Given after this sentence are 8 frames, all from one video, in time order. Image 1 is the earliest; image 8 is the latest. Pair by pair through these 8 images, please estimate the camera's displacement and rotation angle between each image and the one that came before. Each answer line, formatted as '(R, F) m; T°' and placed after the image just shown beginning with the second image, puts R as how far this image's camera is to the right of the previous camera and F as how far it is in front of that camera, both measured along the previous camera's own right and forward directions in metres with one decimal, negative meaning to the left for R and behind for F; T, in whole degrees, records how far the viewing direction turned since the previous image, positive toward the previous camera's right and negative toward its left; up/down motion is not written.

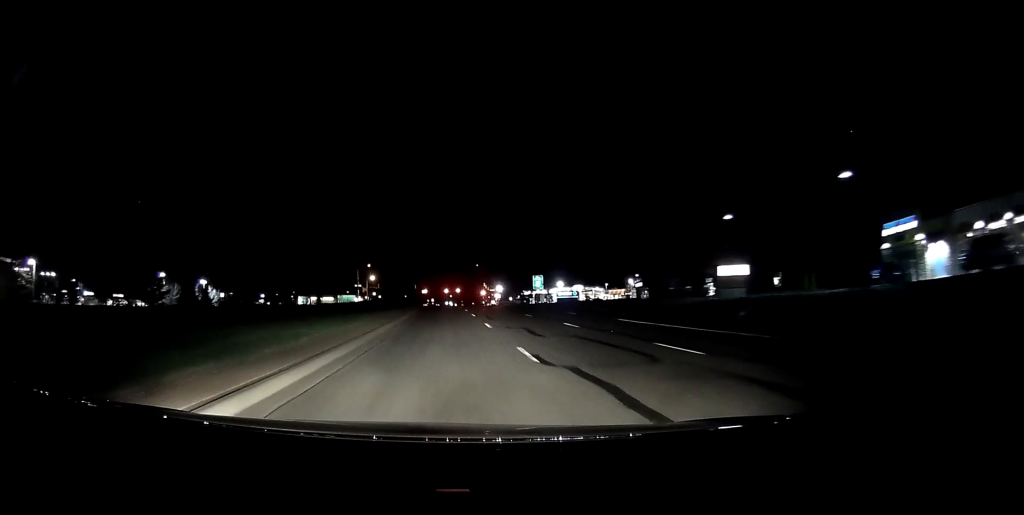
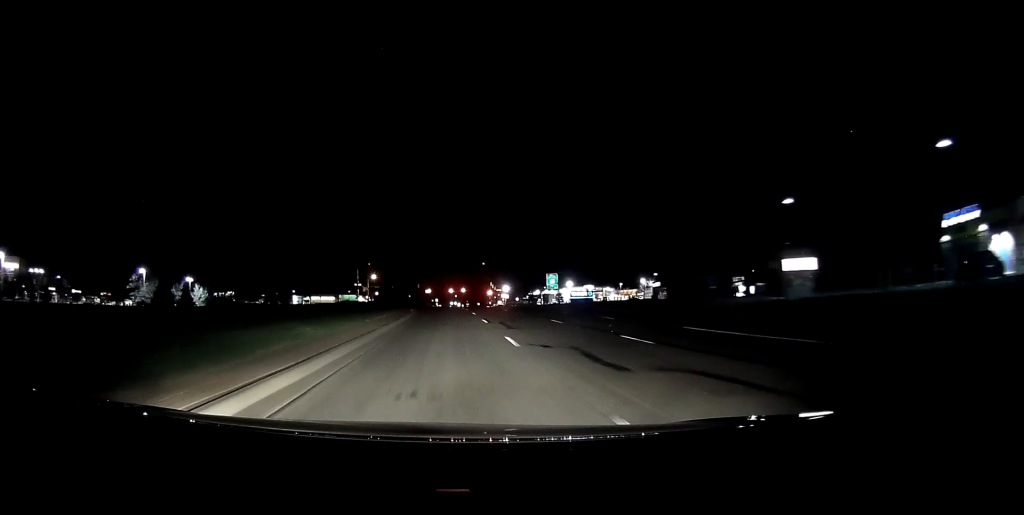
(-0.1, +8.5) m; 0°
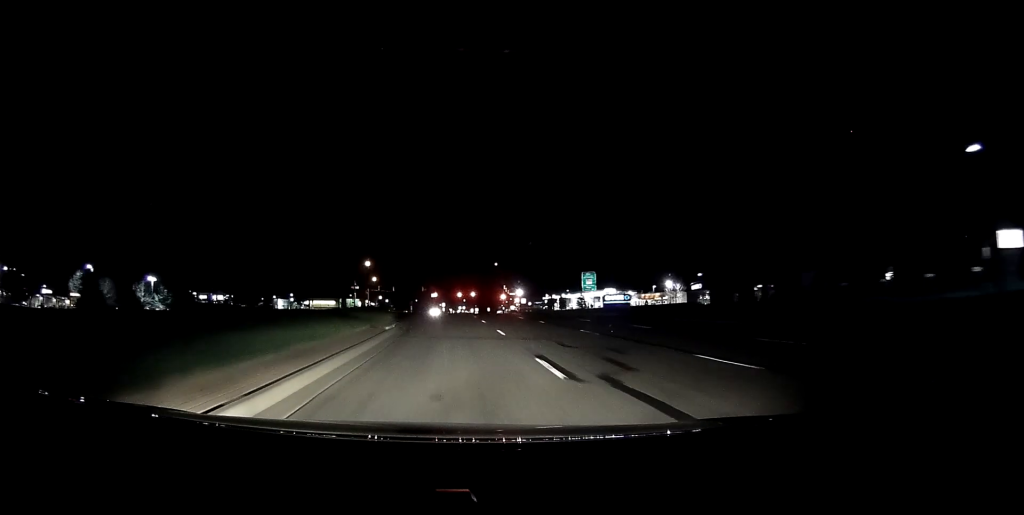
(-0.1, +17.2) m; 0°
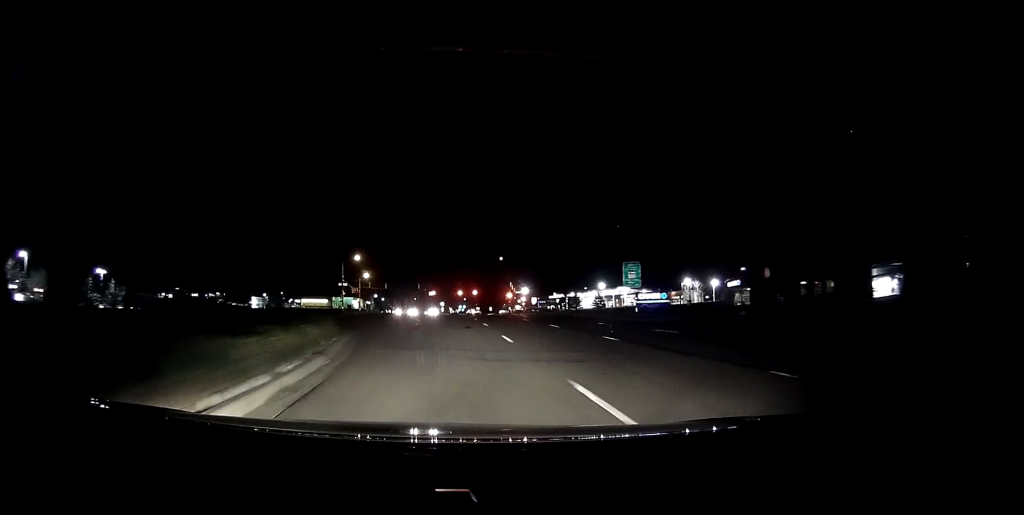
(0.0, +14.7) m; 0°
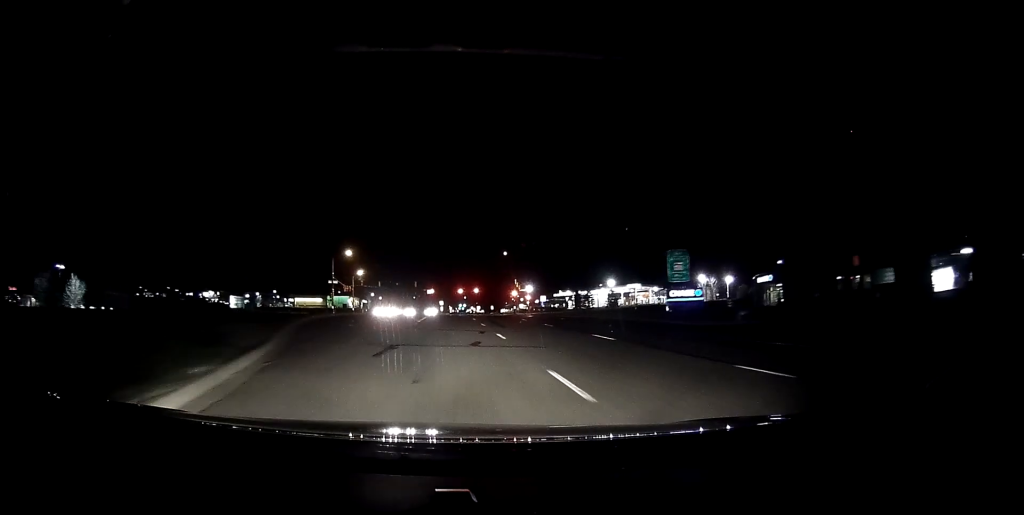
(0.0, +9.8) m; 0°
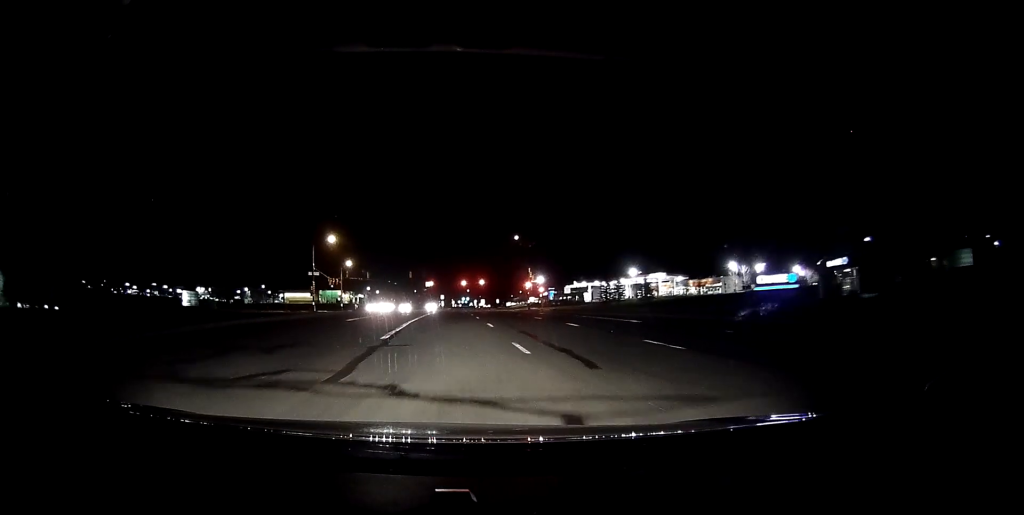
(-0.1, +16.7) m; -1°
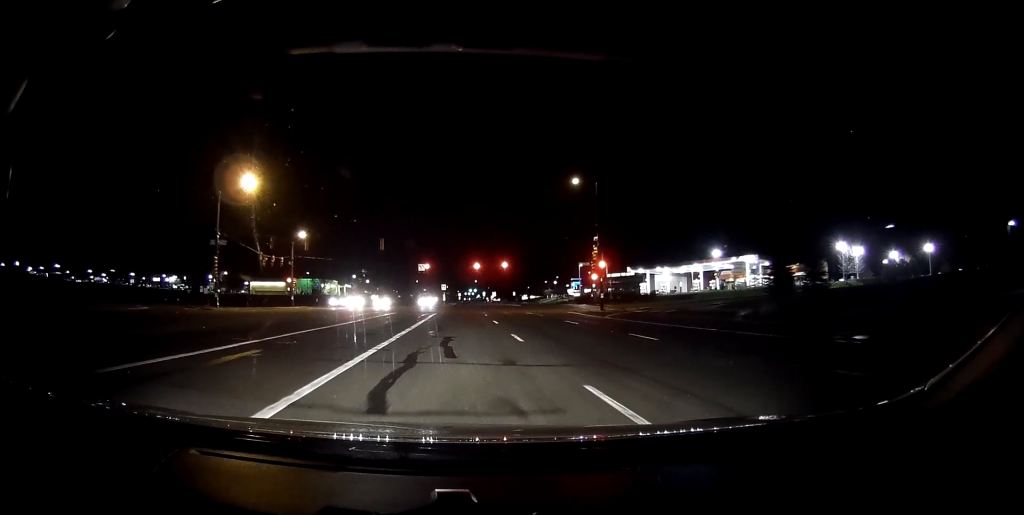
(+0.1, +40.2) m; 0°
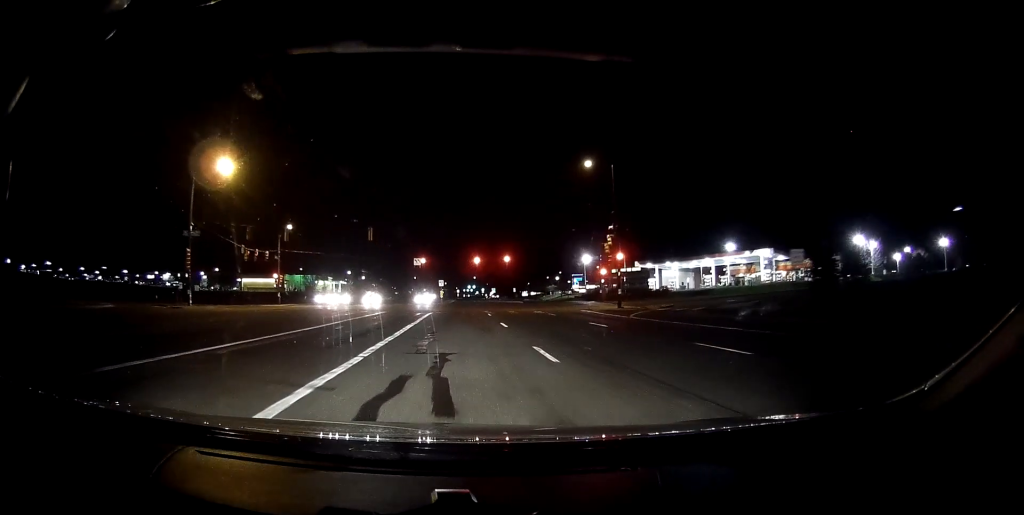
(-0.1, +5.7) m; 0°
